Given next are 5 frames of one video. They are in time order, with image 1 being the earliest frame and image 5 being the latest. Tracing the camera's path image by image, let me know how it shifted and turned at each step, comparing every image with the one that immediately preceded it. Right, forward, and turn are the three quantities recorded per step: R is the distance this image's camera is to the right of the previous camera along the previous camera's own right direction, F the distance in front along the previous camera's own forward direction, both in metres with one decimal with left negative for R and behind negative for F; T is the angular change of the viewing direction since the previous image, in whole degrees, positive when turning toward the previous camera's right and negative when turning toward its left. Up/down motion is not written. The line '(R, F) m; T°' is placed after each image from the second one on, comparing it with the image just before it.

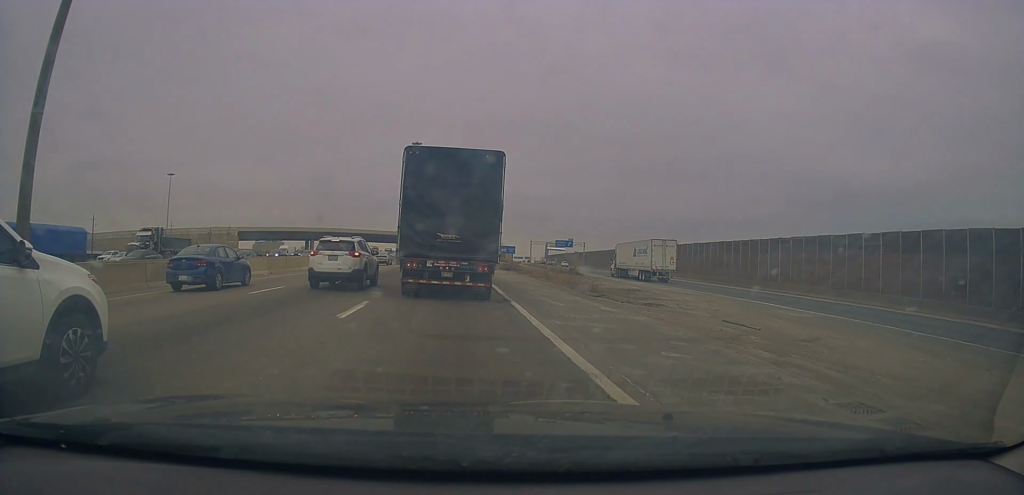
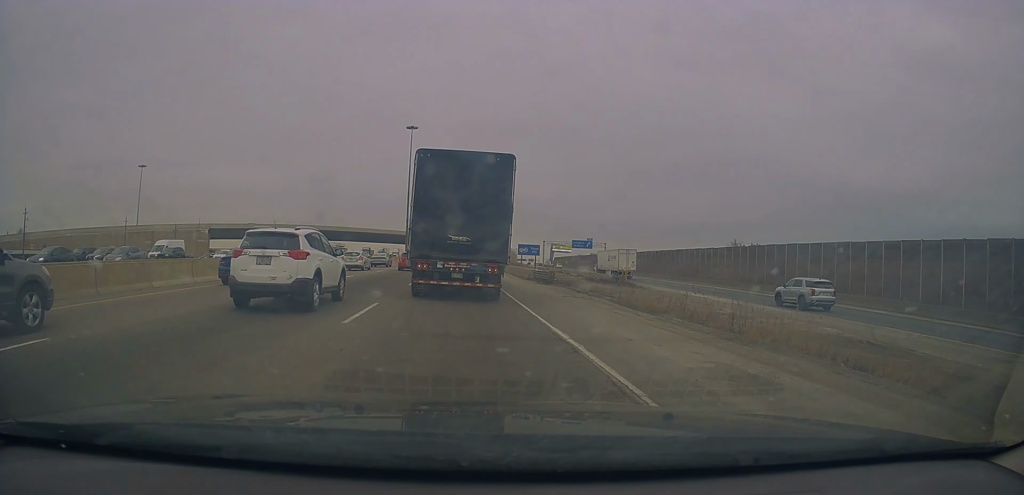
(-0.5, +28.0) m; -3°
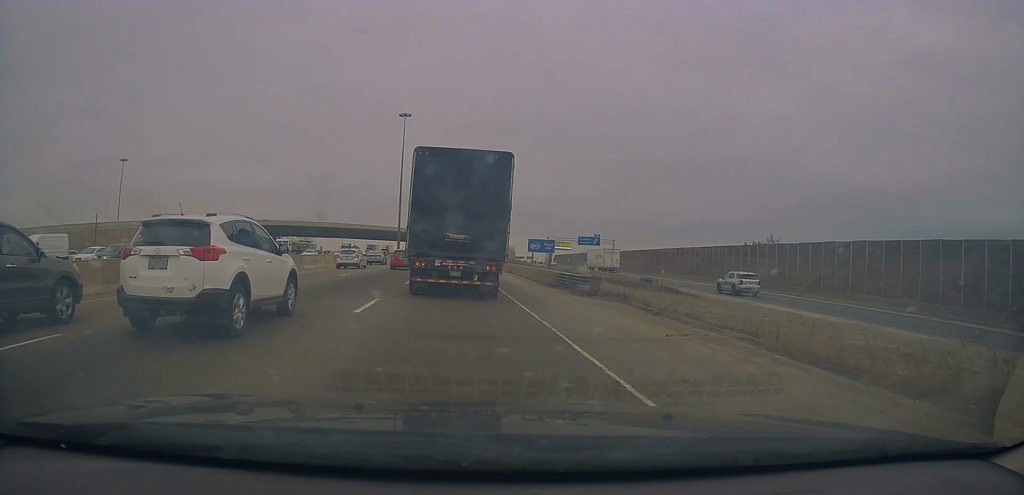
(+0.1, +10.5) m; +2°
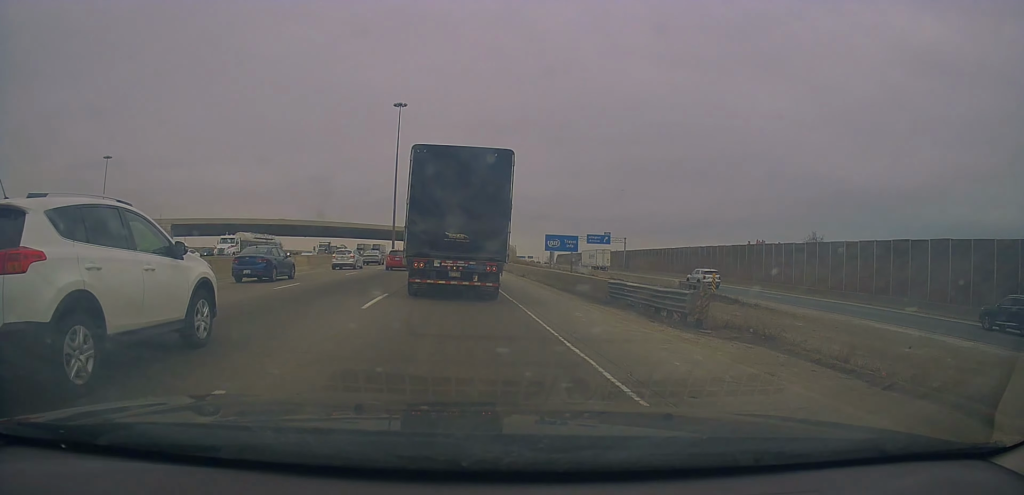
(+0.2, +9.0) m; +1°
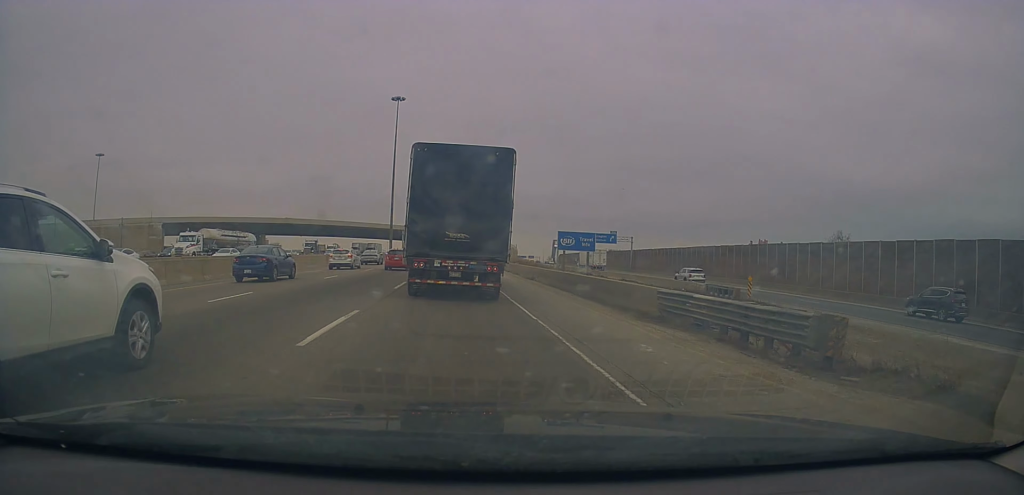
(+0.1, +4.7) m; 0°
